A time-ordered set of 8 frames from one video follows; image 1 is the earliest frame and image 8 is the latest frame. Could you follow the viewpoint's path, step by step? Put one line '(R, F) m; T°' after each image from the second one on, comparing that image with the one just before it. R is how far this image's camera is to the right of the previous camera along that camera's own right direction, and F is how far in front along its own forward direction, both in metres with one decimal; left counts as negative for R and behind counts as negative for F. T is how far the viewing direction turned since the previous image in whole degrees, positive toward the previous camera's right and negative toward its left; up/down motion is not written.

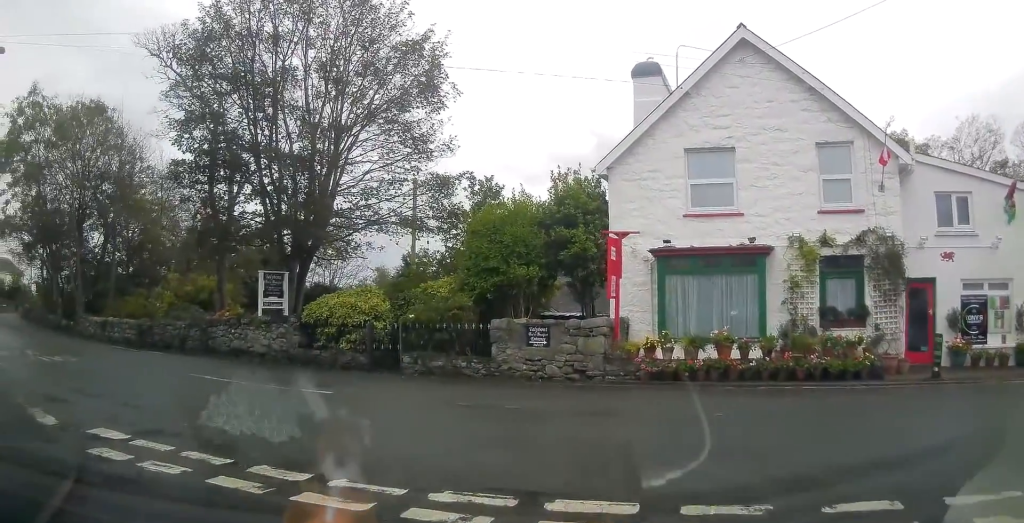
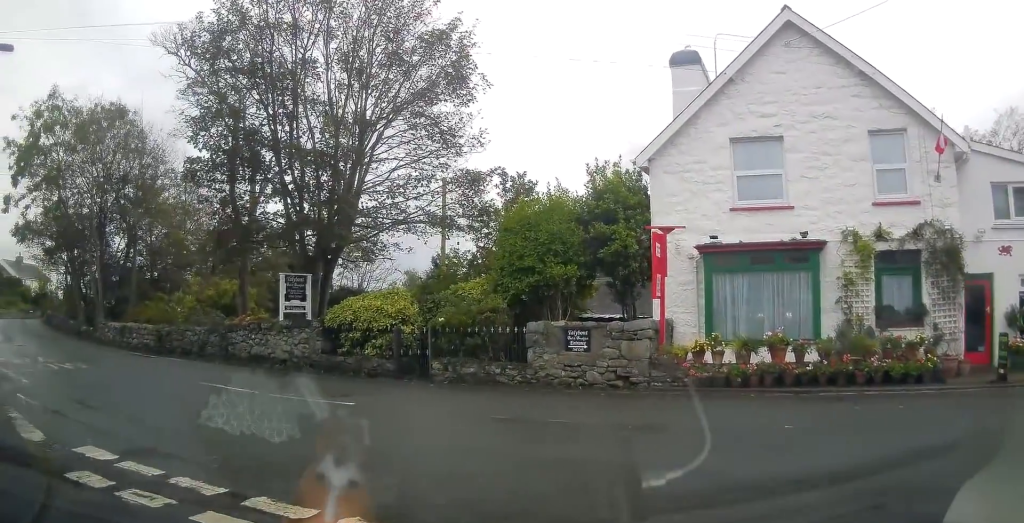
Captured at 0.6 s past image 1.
(-0.1, +1.0) m; -3°
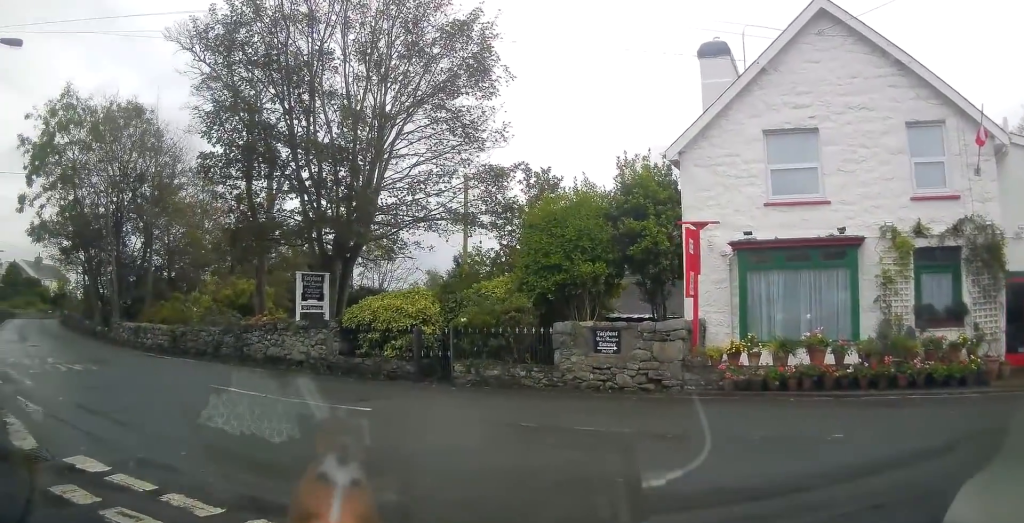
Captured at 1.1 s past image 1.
(-0.2, +0.7) m; 0°
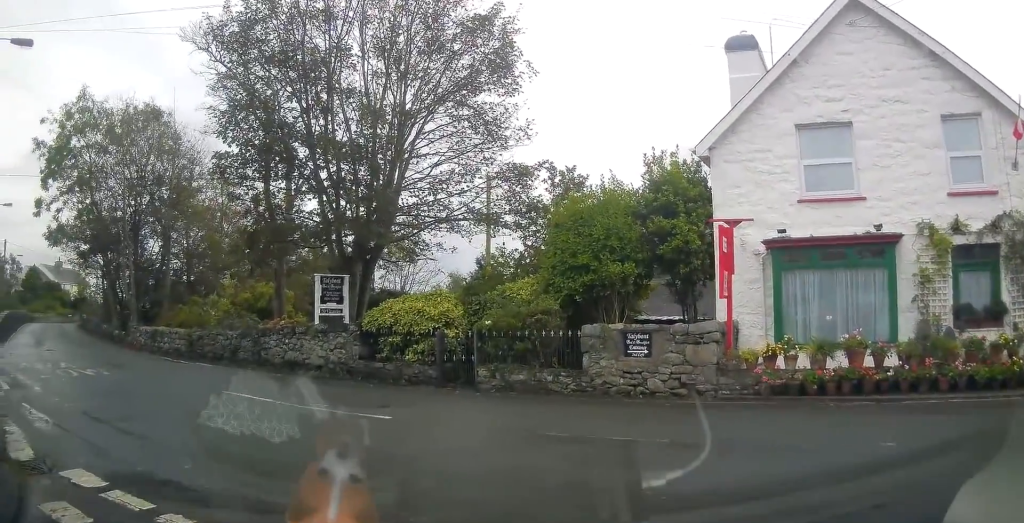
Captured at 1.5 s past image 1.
(-0.1, +0.6) m; -4°
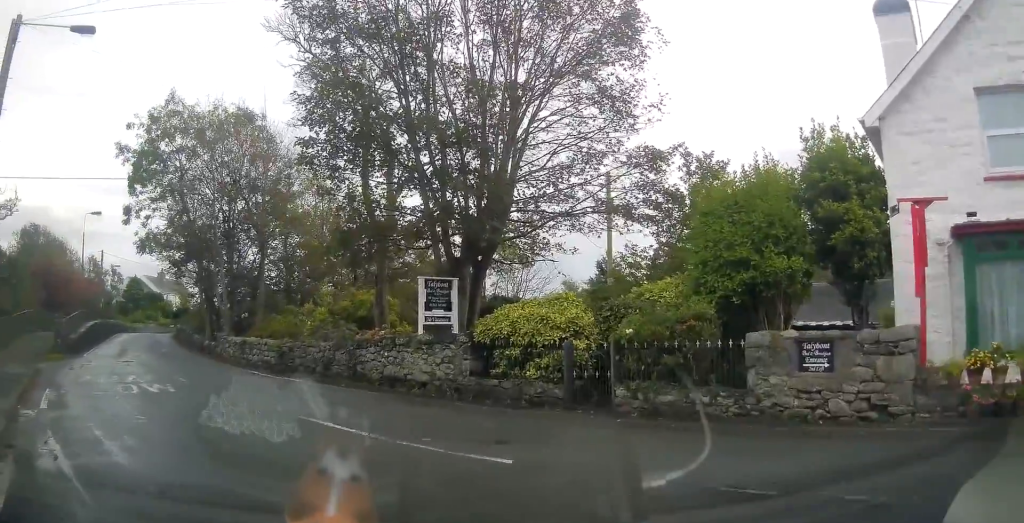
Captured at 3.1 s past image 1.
(-0.5, +2.5) m; -22°
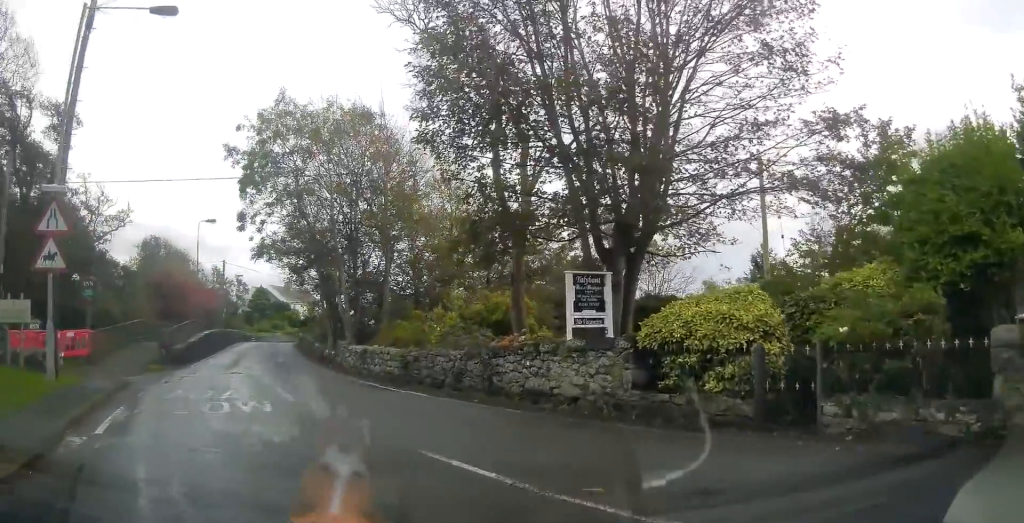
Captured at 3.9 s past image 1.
(-0.2, +2.5) m; -9°
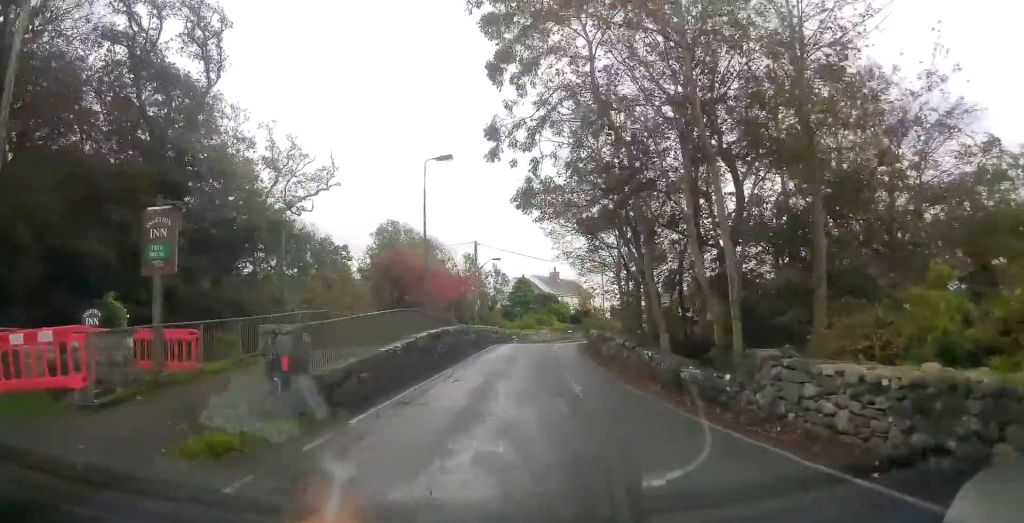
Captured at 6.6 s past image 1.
(-2.2, +14.3) m; -10°
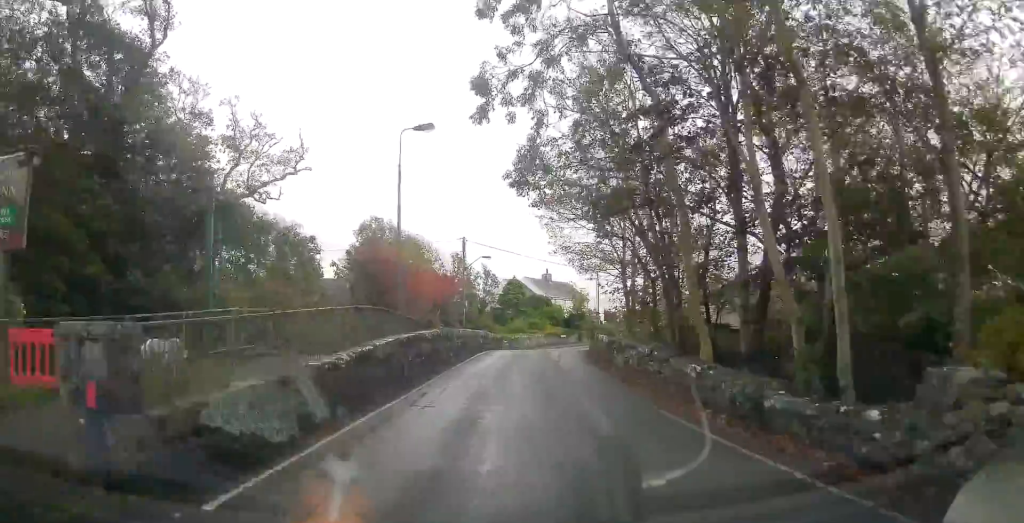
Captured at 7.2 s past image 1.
(0.0, +4.2) m; +1°
